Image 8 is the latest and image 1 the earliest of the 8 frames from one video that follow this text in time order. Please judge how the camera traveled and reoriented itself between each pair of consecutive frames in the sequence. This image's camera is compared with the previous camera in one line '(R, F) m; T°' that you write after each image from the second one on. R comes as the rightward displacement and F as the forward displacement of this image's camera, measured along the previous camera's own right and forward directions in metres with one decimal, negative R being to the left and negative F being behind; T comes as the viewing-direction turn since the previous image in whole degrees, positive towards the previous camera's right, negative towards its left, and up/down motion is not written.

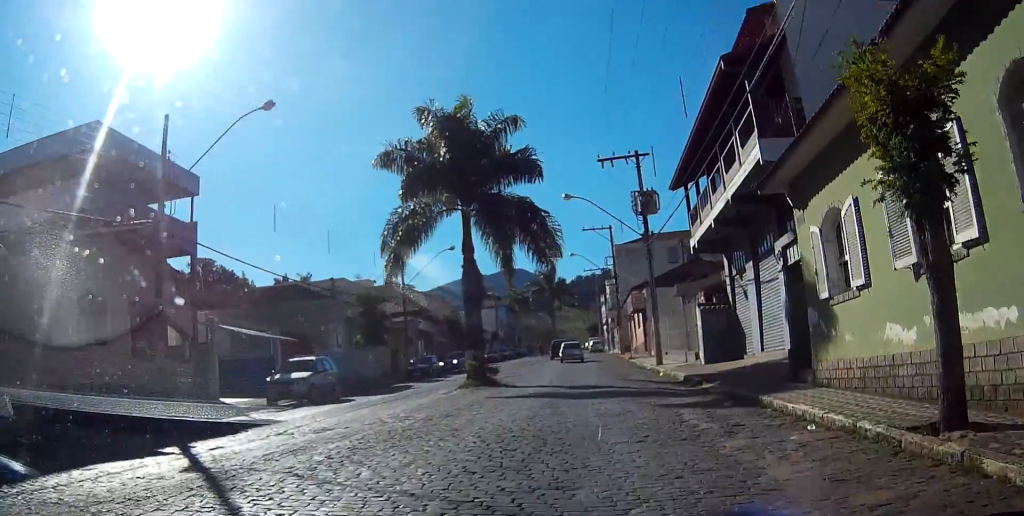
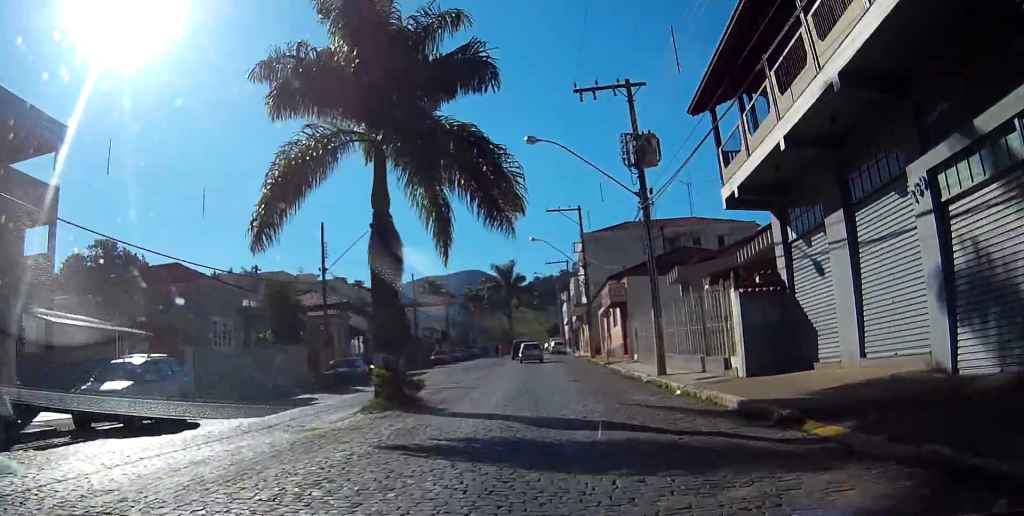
(+0.1, +10.0) m; 0°
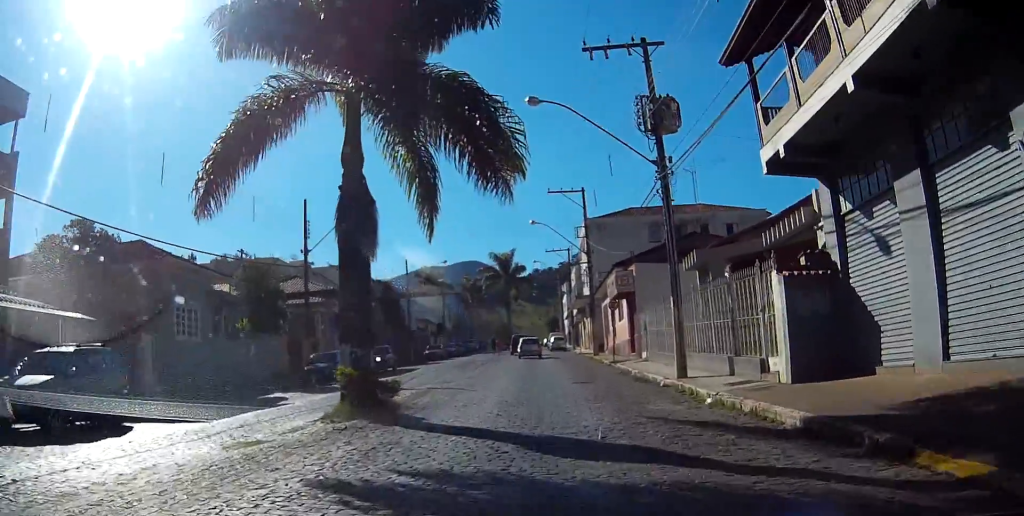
(-0.1, +3.2) m; 0°
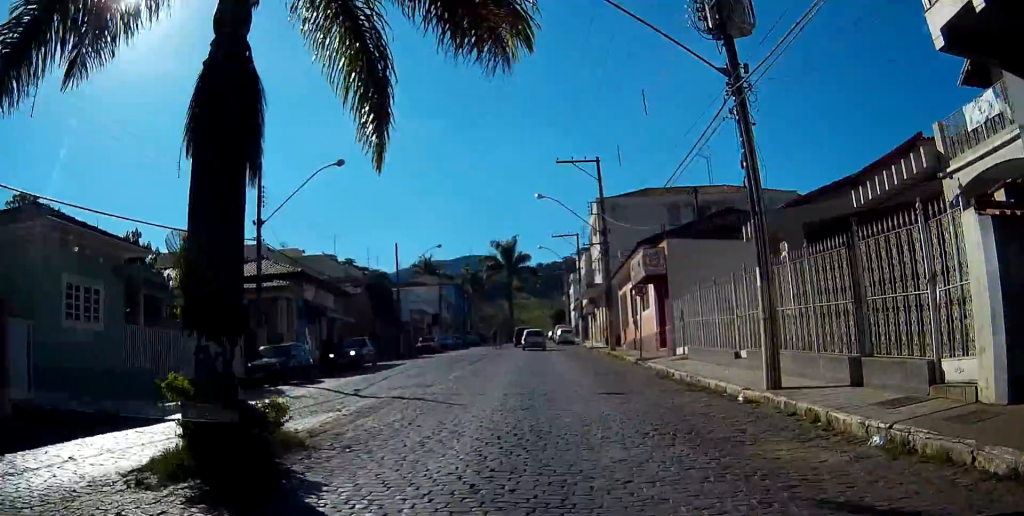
(0.0, +7.1) m; +1°
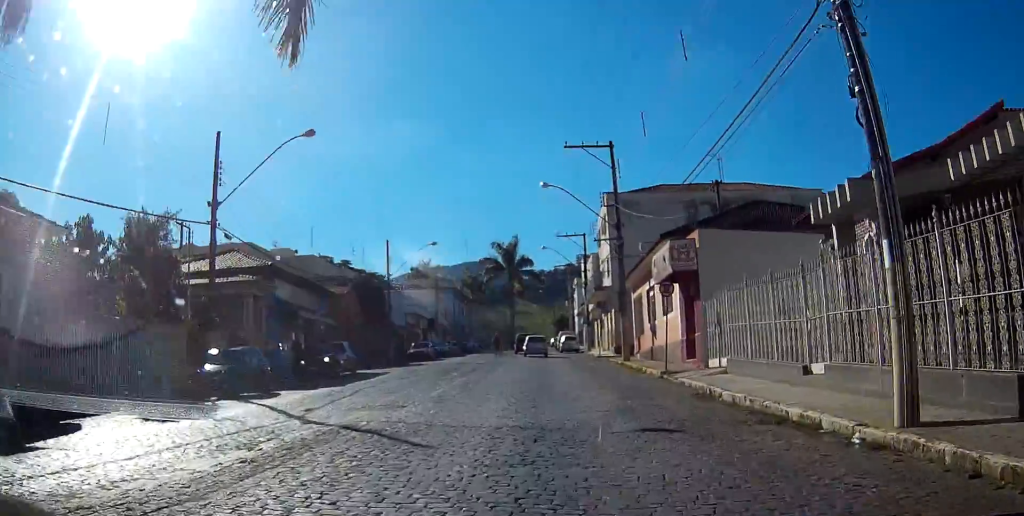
(+0.1, +4.7) m; +1°
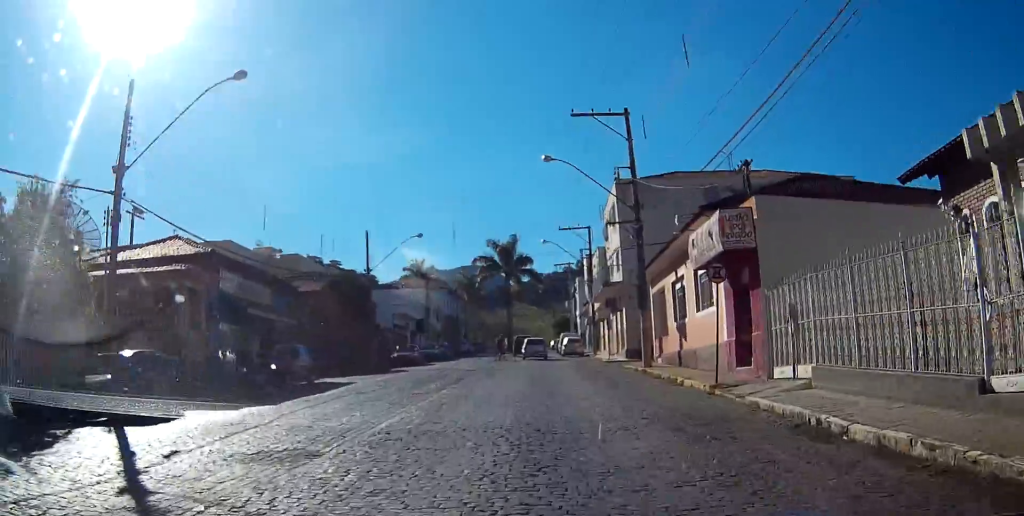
(0.0, +6.3) m; 0°
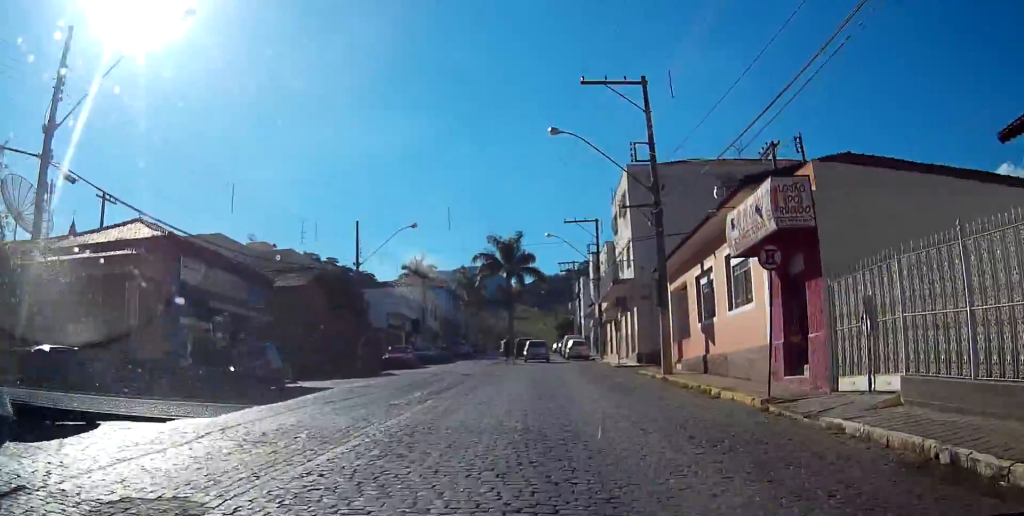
(0.0, +3.7) m; 0°
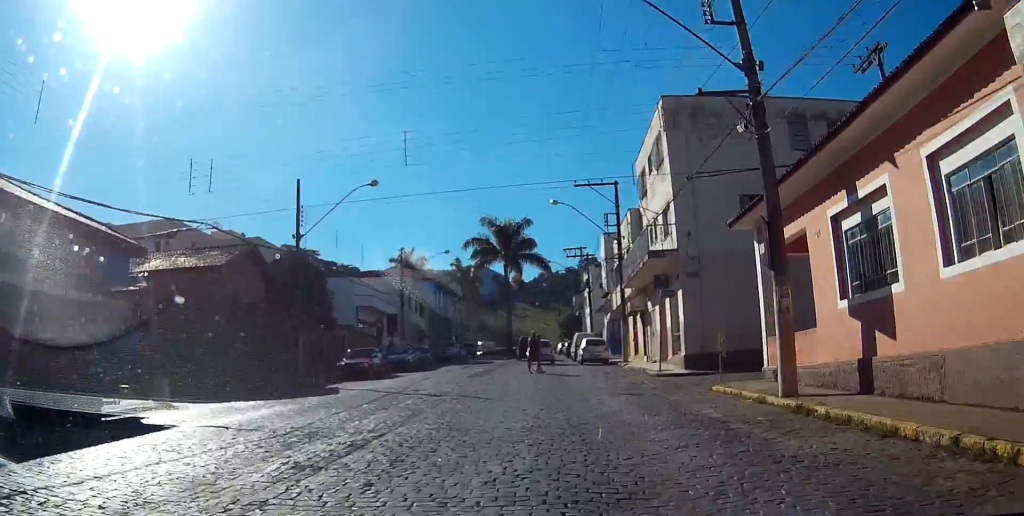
(0.0, +11.6) m; 0°
